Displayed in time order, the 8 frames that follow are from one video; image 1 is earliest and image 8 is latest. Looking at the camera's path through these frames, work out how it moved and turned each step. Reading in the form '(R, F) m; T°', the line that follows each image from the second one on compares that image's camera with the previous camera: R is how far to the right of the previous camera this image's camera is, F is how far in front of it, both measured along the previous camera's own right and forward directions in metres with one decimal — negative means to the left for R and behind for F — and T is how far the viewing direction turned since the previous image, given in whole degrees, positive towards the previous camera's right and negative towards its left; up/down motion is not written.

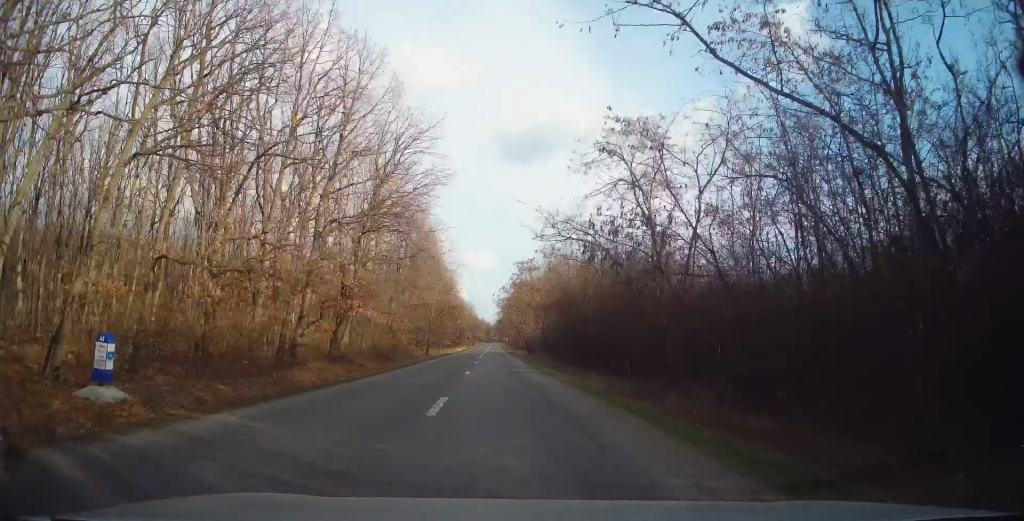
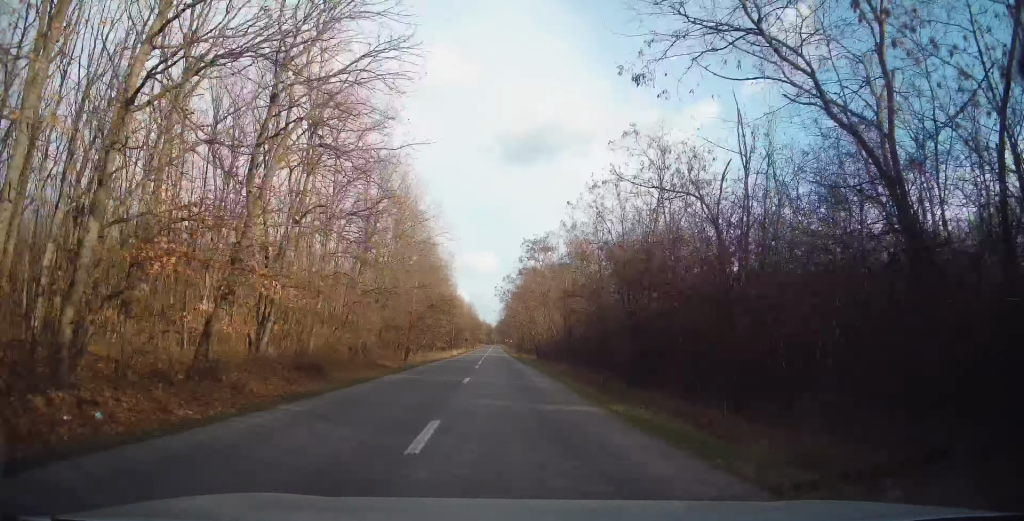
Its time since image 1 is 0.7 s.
(+0.1, +14.1) m; -1°
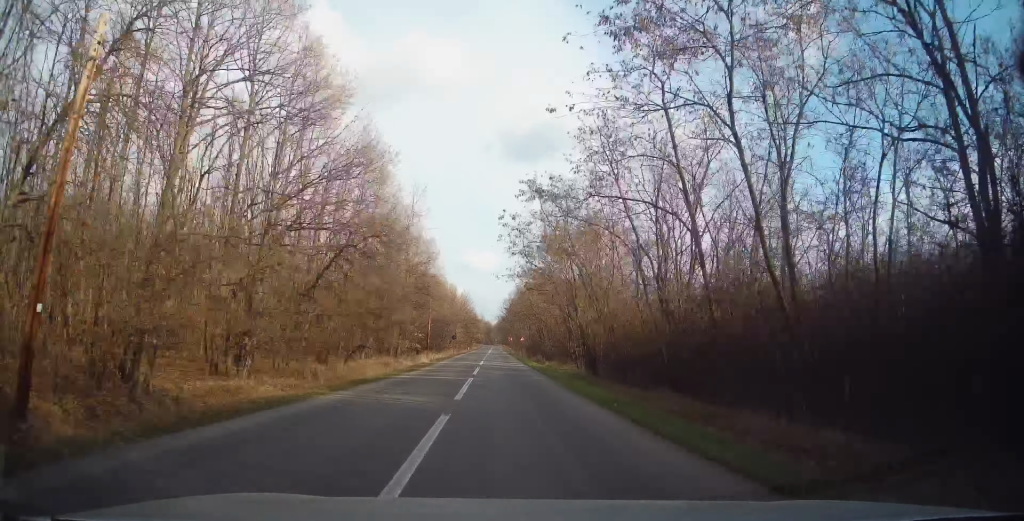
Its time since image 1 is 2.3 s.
(-0.2, +33.6) m; +1°
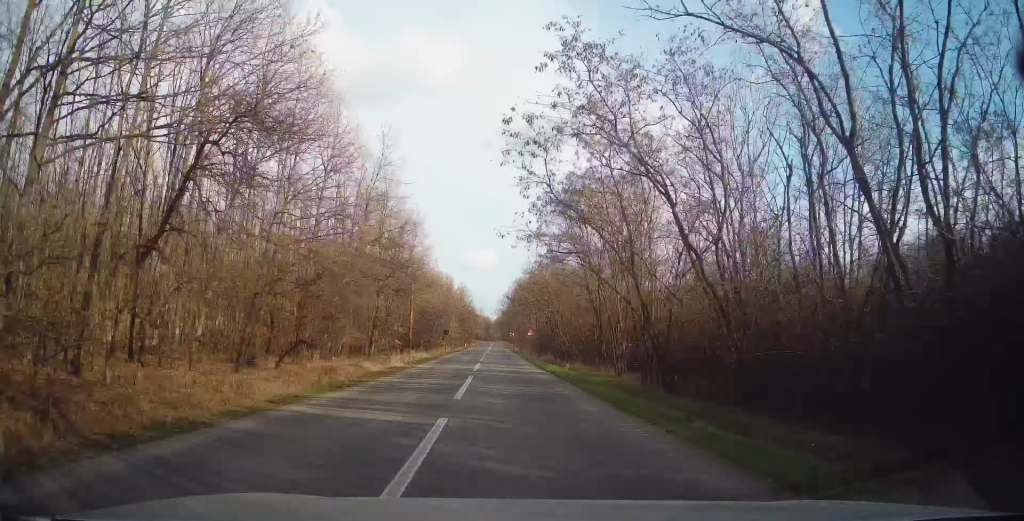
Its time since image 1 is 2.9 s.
(+0.2, +12.0) m; +1°
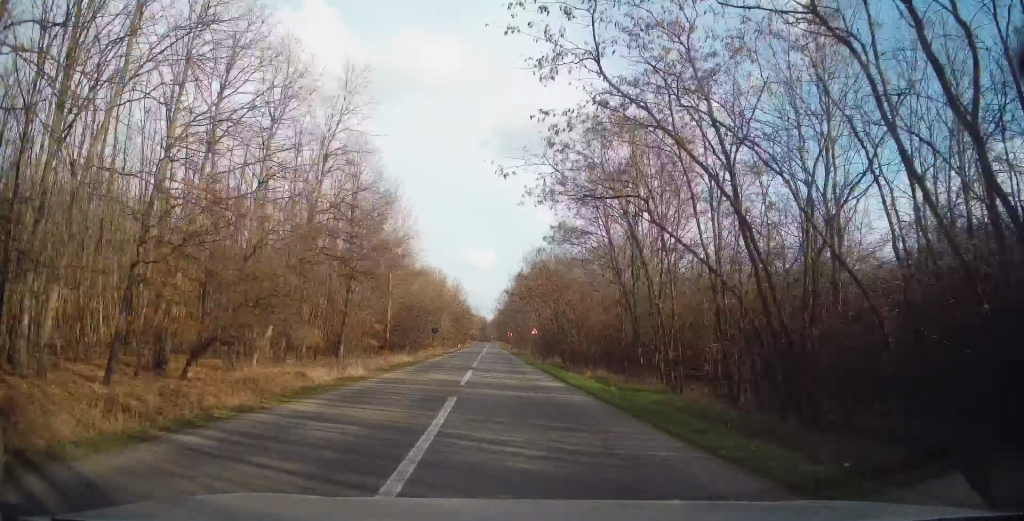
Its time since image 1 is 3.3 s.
(0.0, +8.5) m; -1°
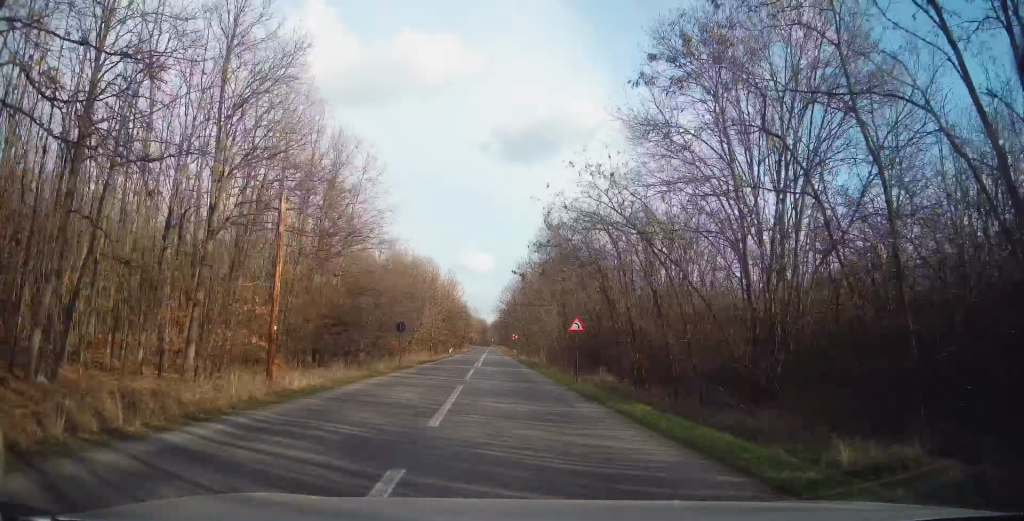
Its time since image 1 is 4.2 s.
(-0.2, +18.8) m; -1°
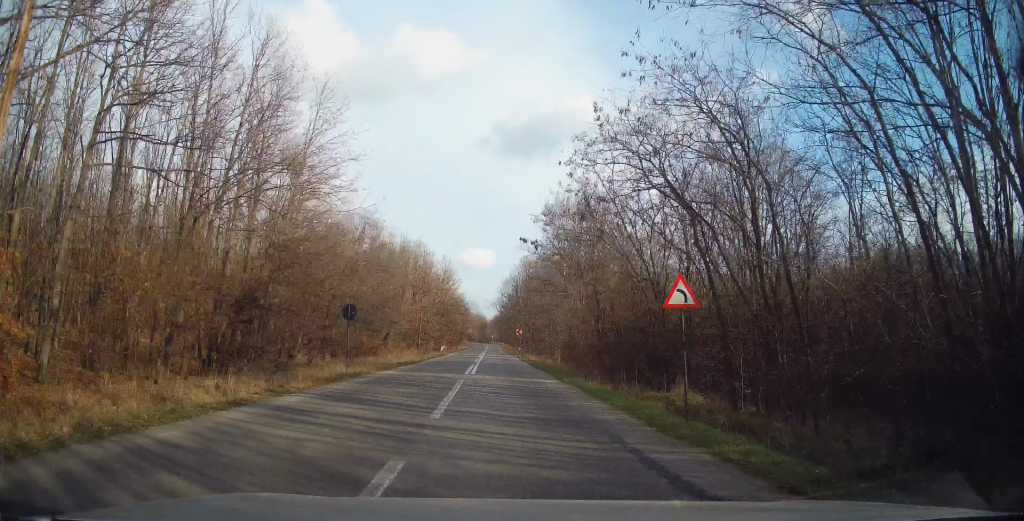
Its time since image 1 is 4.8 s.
(-0.3, +11.1) m; 0°
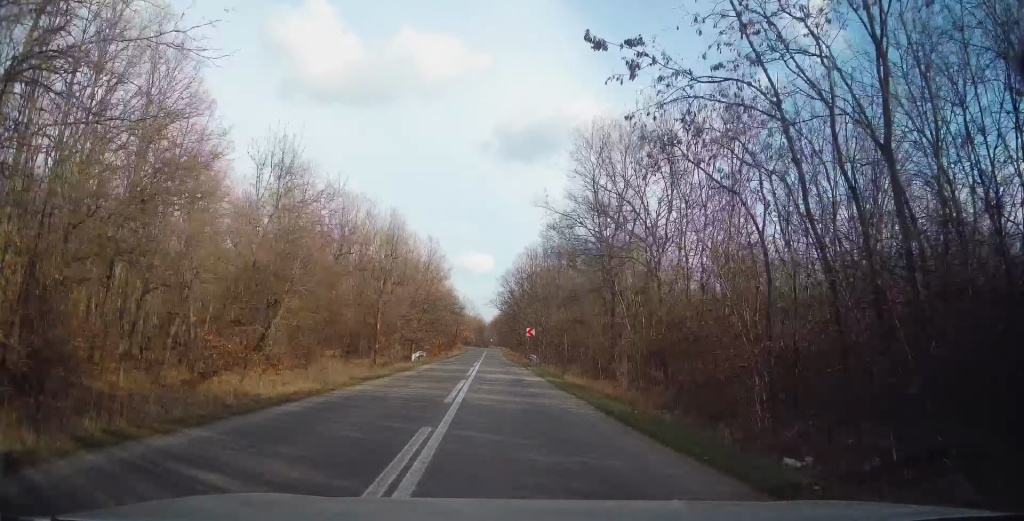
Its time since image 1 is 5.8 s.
(+0.5, +20.2) m; +2°
